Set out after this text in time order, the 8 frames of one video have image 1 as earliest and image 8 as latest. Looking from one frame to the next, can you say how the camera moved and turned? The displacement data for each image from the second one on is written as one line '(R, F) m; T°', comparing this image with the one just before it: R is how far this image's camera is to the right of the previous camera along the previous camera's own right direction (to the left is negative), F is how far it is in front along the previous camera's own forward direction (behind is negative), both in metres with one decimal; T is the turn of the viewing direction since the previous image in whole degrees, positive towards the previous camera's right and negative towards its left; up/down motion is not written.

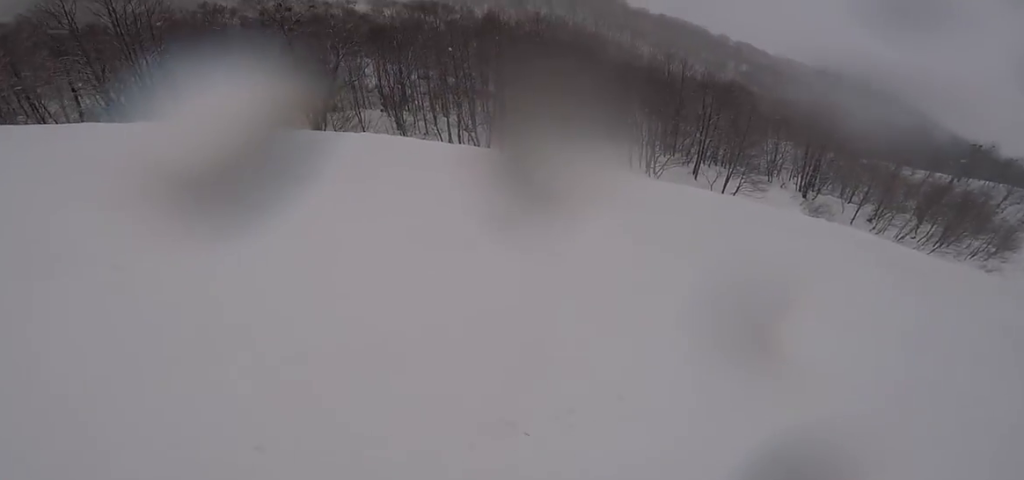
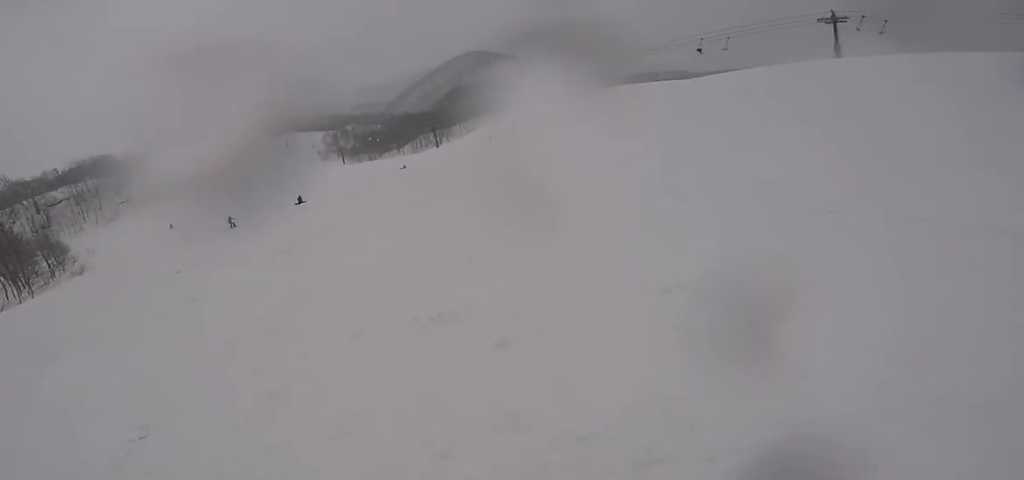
(+6.0, +8.4) m; +83°
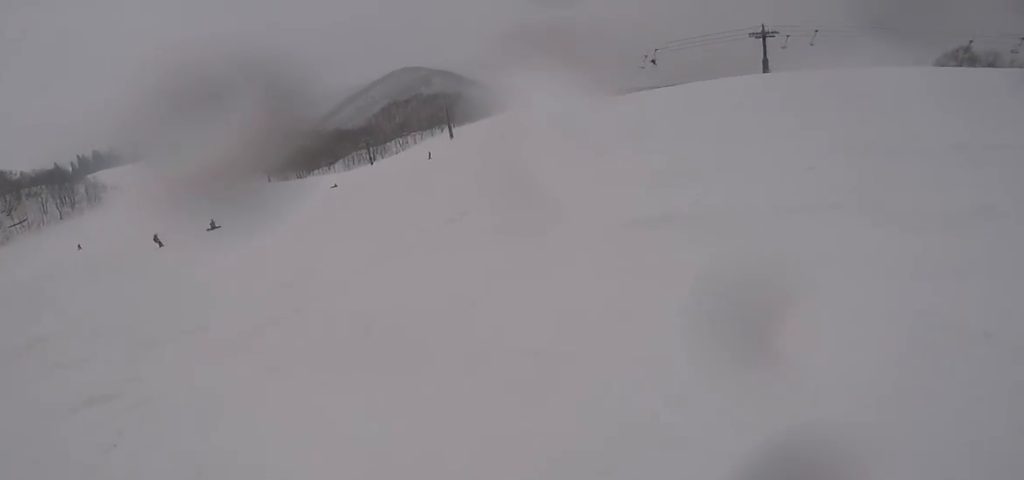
(+0.9, +3.8) m; +17°
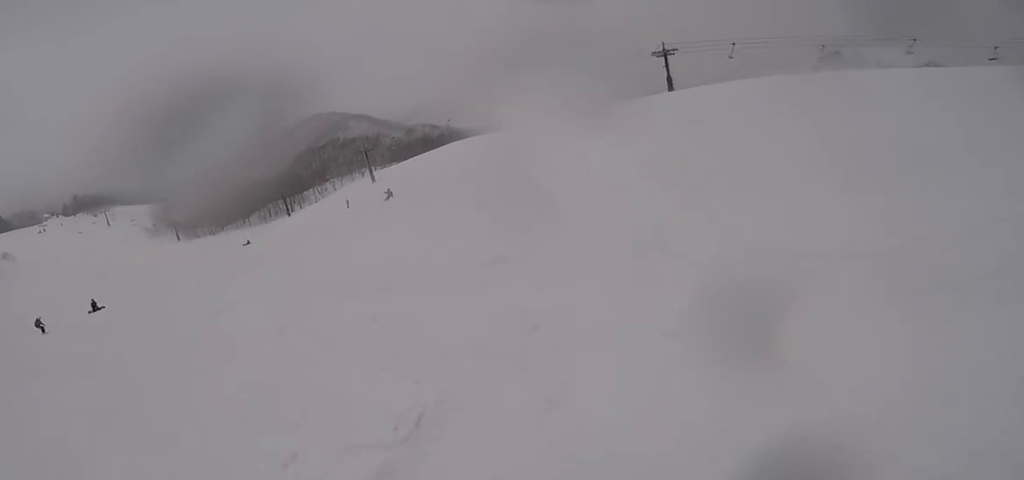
(+0.4, +3.9) m; +6°
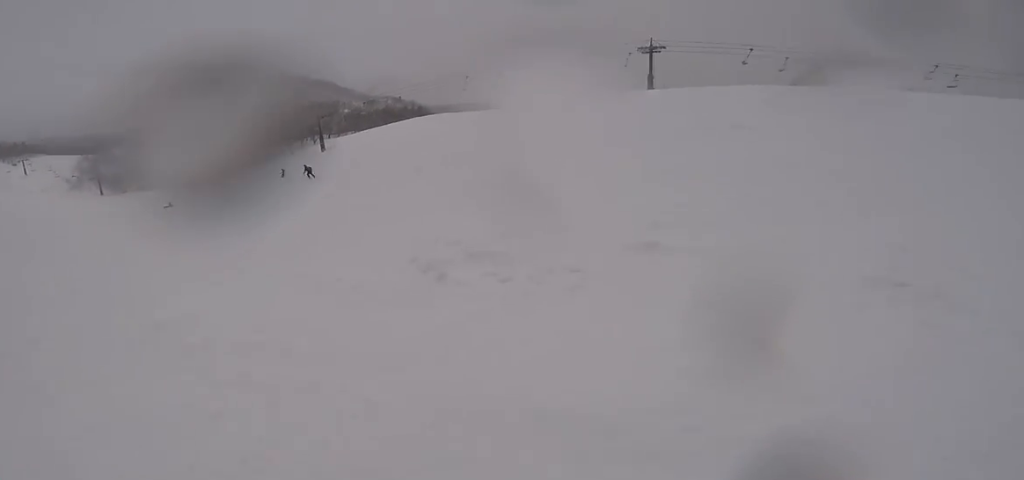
(+0.1, +4.9) m; -3°
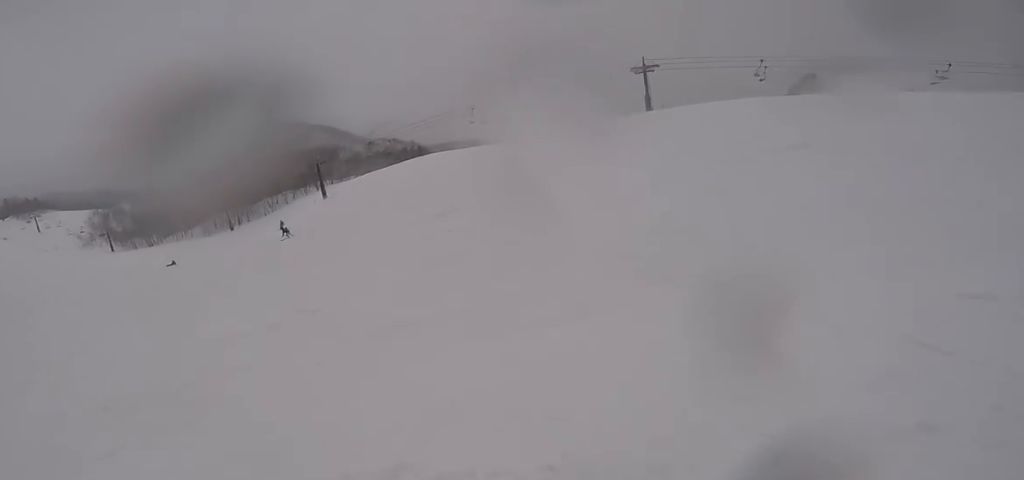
(+0.2, +3.0) m; -9°
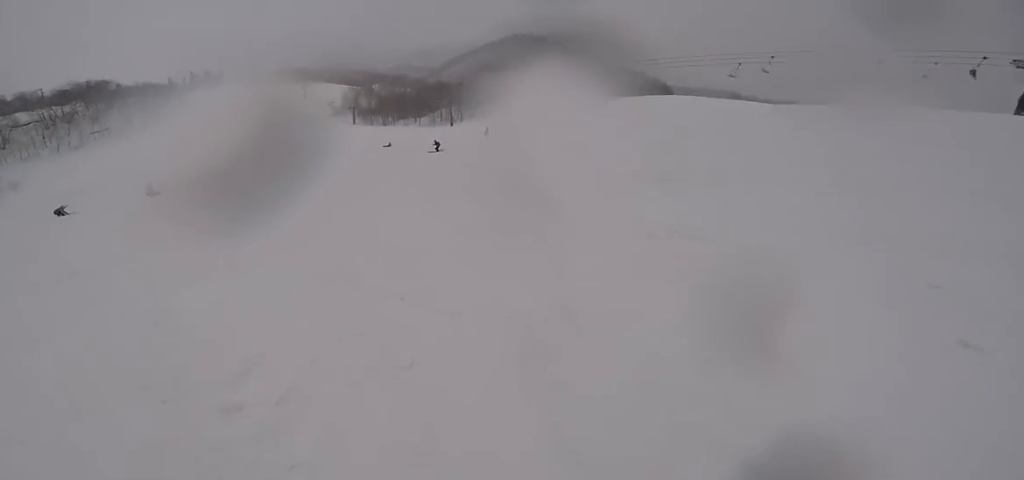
(-0.9, +4.1) m; -36°
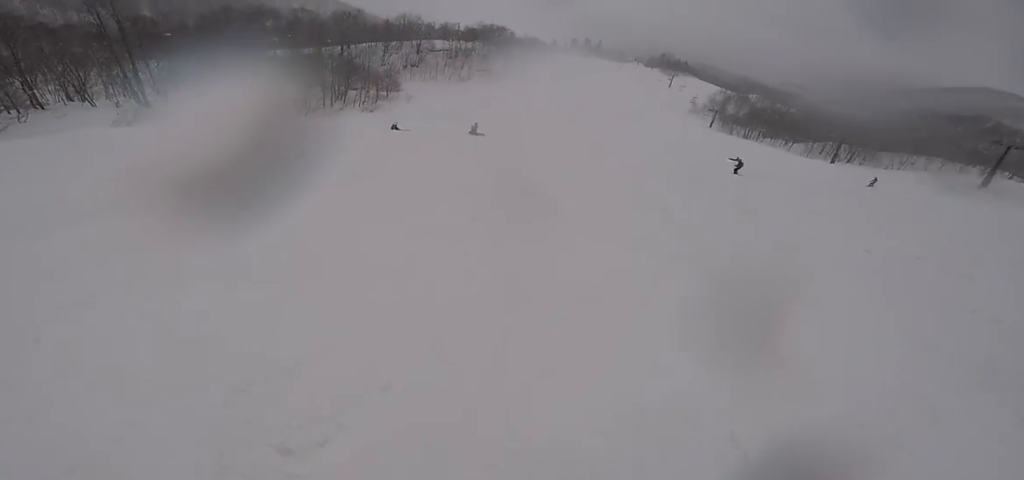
(-1.2, +3.1) m; -35°
